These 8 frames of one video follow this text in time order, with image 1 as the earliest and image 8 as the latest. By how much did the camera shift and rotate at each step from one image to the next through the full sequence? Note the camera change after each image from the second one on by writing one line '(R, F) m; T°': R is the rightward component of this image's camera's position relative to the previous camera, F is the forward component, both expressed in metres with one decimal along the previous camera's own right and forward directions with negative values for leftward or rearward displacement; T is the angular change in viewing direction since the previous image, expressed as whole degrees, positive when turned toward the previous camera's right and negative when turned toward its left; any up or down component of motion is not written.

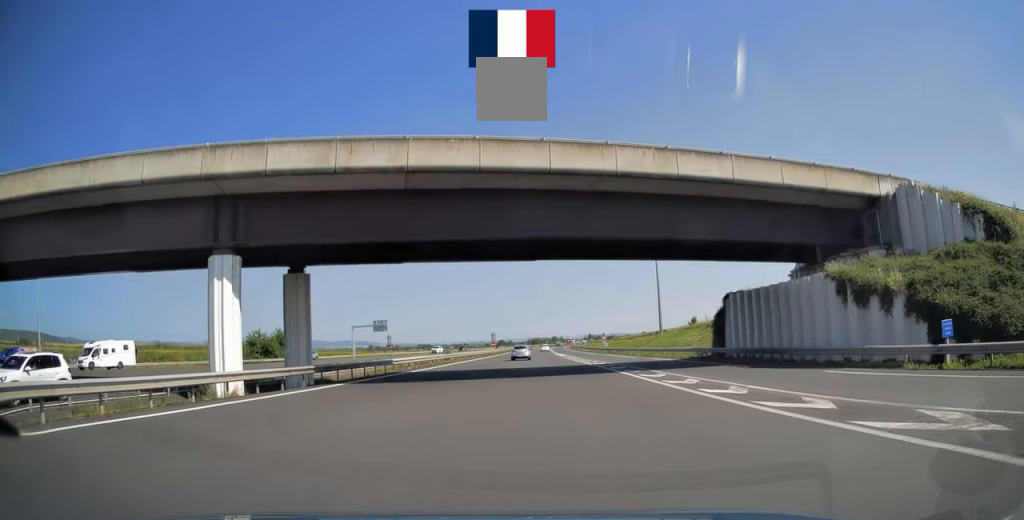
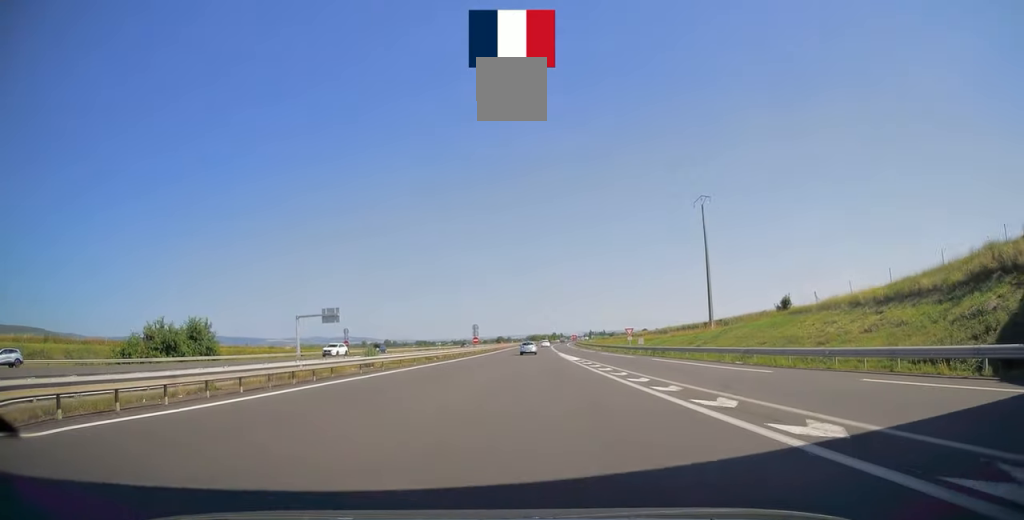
(-0.1, +31.0) m; 0°
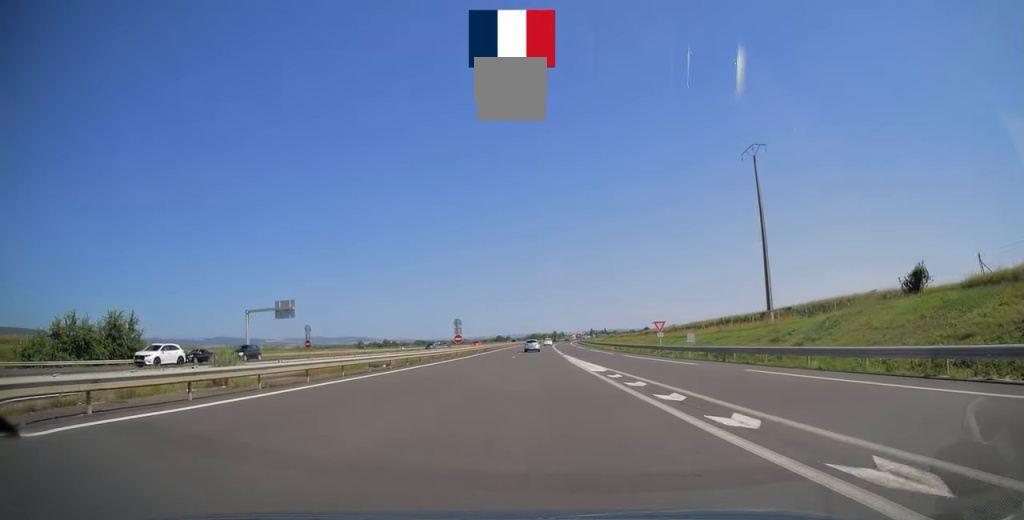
(0.0, +18.9) m; 0°
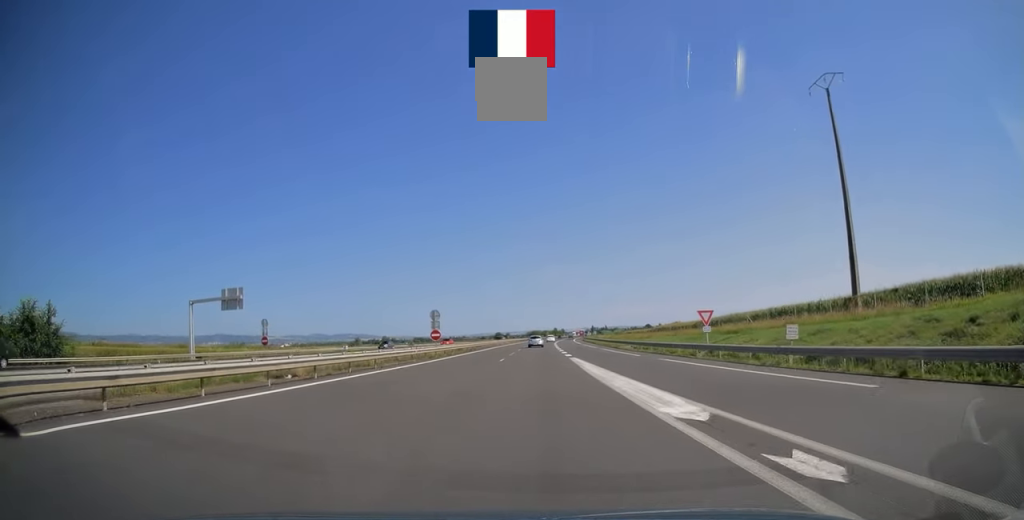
(0.0, +15.4) m; 0°
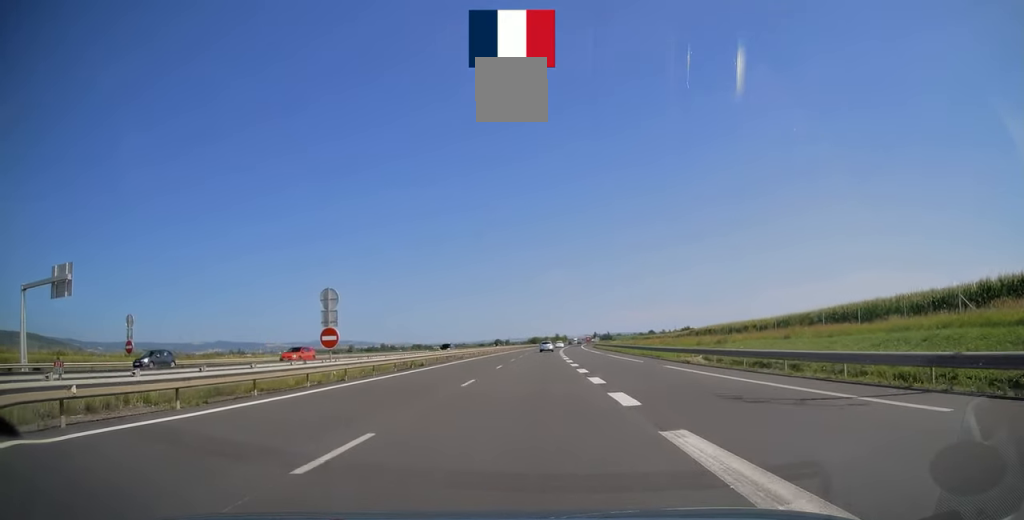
(0.0, +29.8) m; 0°
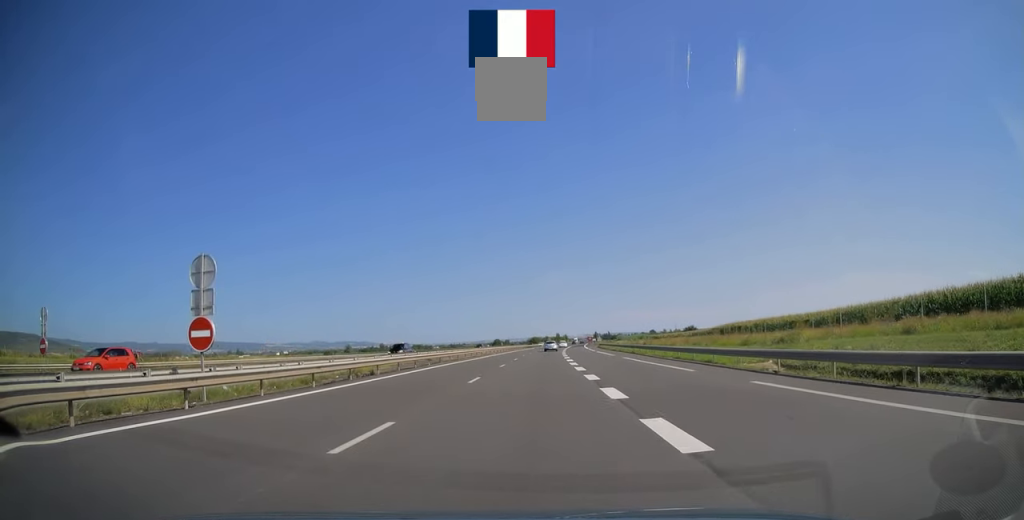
(0.0, +11.9) m; 0°
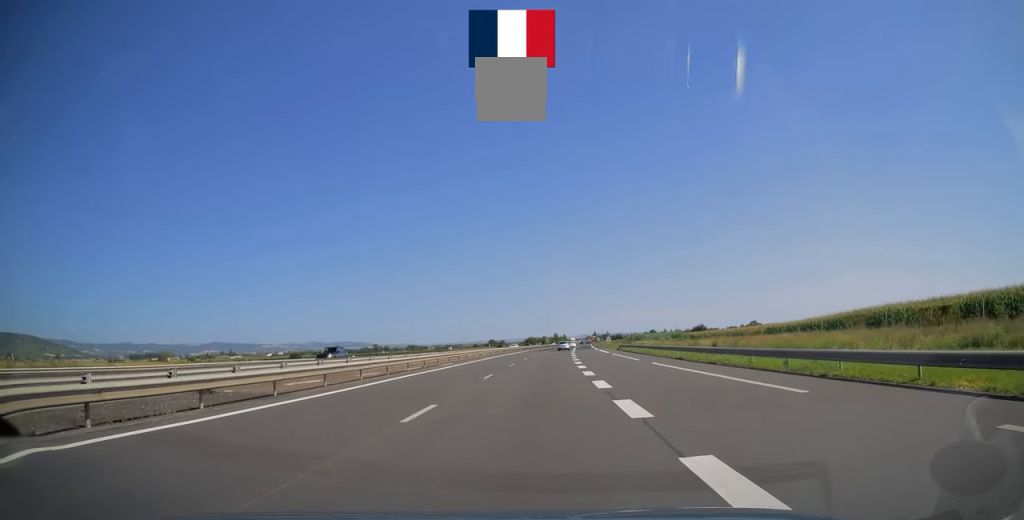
(0.0, +35.6) m; 0°
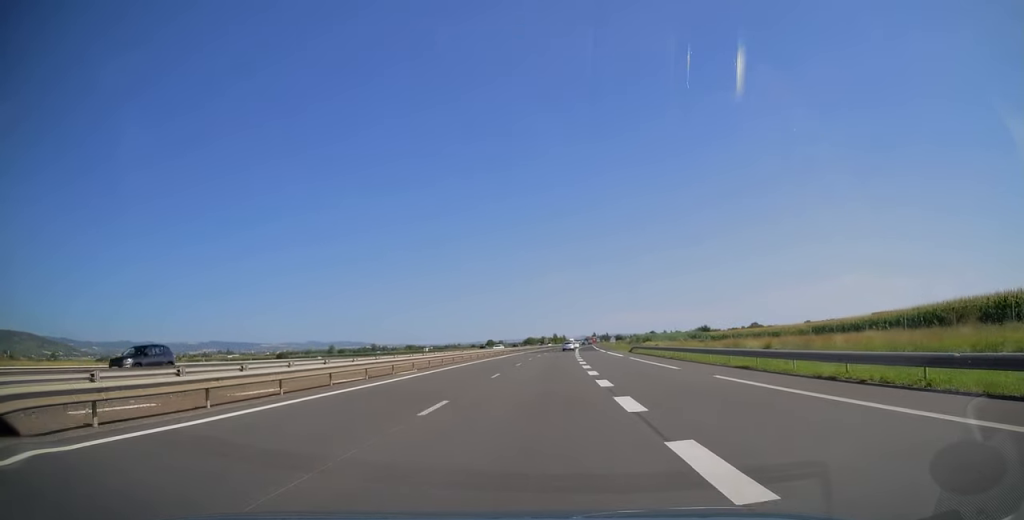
(0.0, +11.8) m; 0°
